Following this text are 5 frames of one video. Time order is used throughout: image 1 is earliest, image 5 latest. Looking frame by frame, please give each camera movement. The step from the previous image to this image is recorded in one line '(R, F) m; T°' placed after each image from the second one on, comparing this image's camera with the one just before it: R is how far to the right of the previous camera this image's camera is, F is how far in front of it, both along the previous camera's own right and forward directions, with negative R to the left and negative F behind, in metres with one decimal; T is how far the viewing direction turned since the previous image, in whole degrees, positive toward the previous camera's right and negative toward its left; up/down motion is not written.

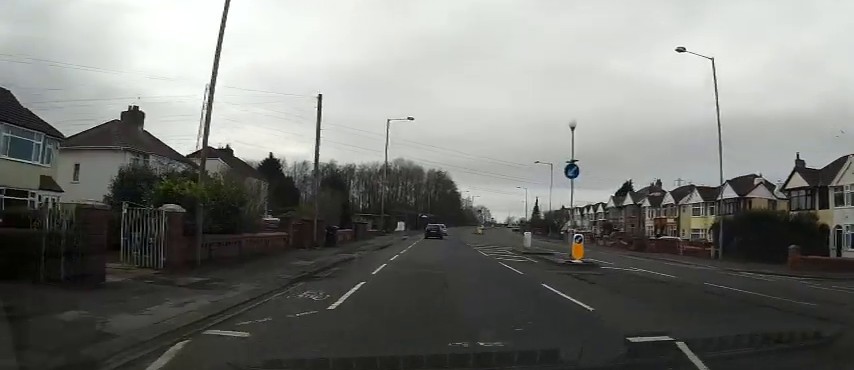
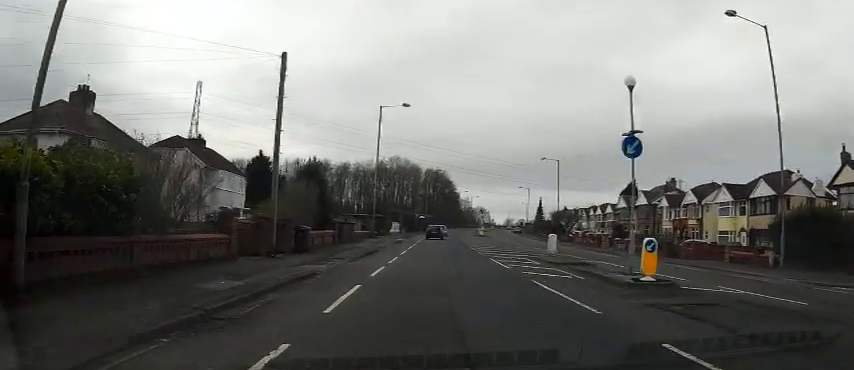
(0.0, +6.4) m; +1°
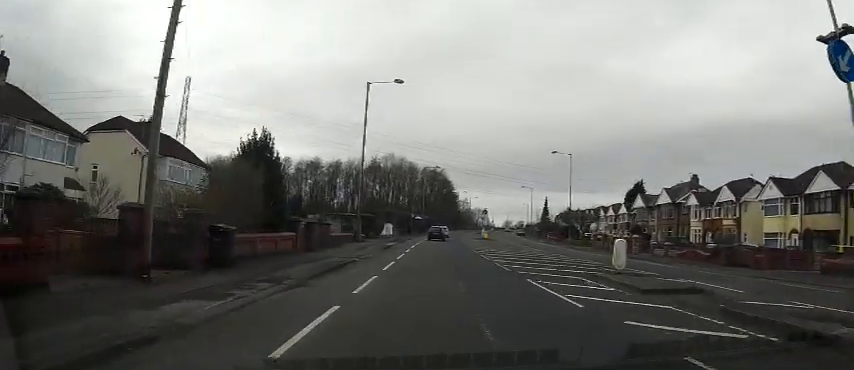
(+0.2, +8.5) m; +1°
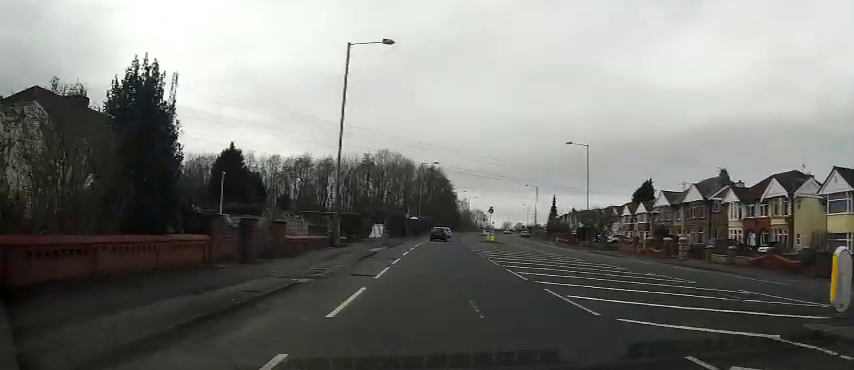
(+0.1, +9.1) m; 0°
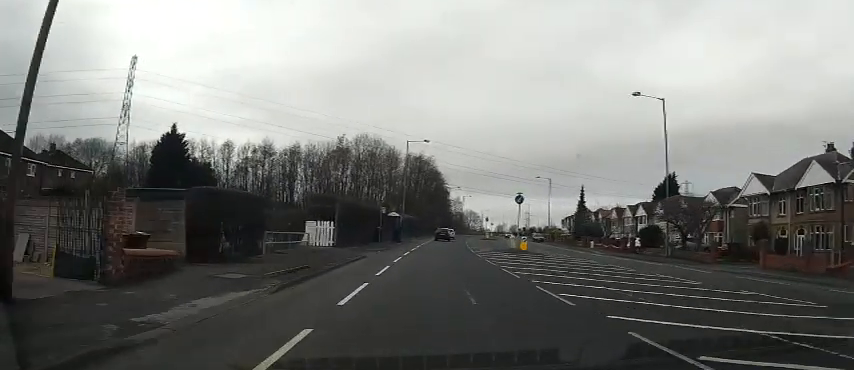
(0.0, +24.0) m; +1°
